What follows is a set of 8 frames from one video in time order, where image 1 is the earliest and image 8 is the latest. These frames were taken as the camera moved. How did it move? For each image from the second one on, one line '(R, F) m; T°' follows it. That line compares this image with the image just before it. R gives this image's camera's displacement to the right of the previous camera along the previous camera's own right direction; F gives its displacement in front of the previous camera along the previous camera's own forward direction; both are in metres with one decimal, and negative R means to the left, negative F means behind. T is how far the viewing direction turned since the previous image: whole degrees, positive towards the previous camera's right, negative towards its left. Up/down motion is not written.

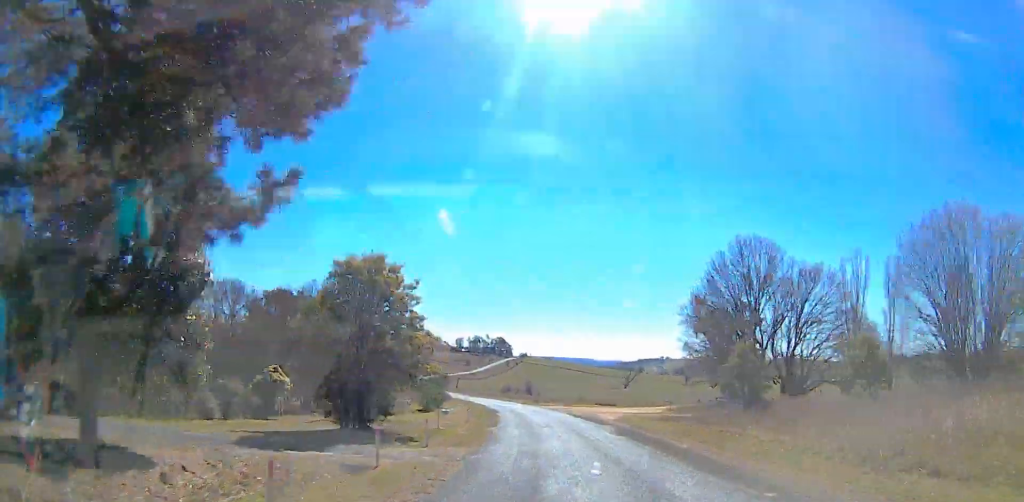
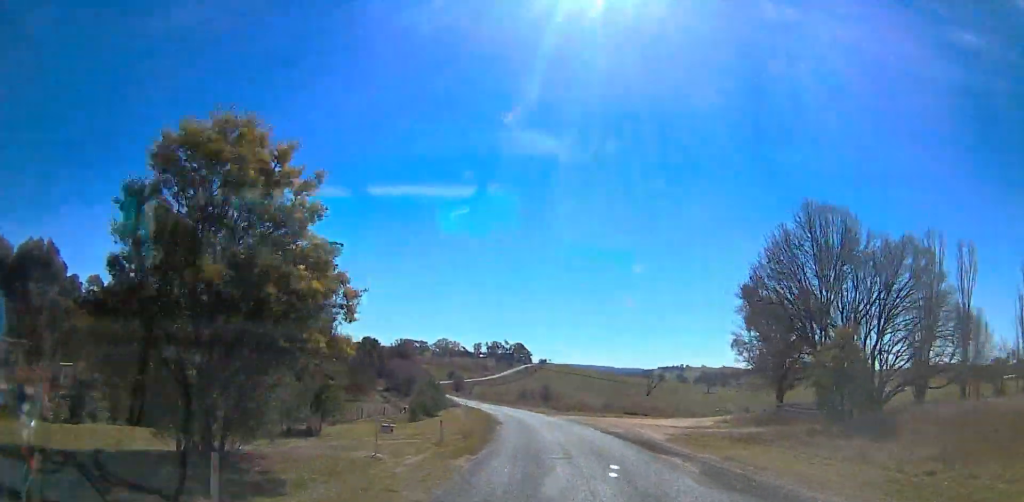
(0.0, +17.5) m; 0°
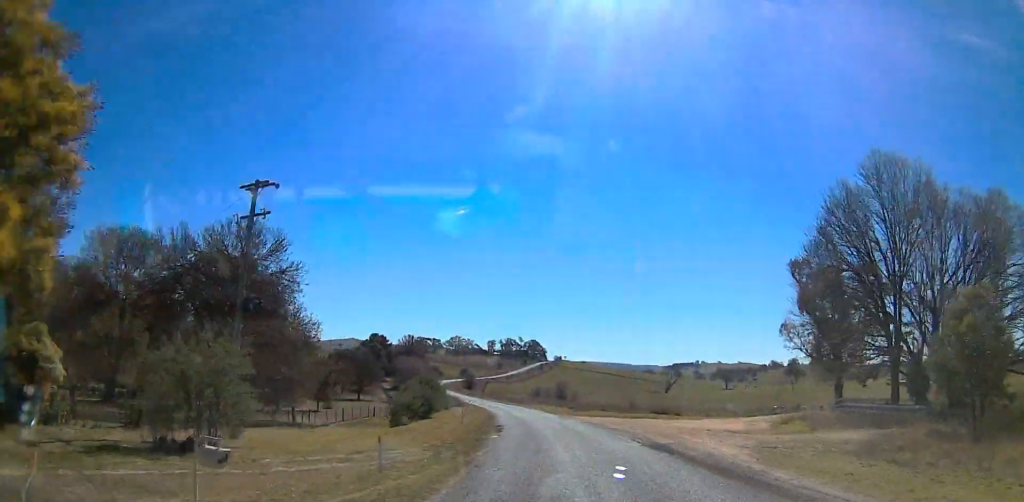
(0.0, +12.4) m; -1°
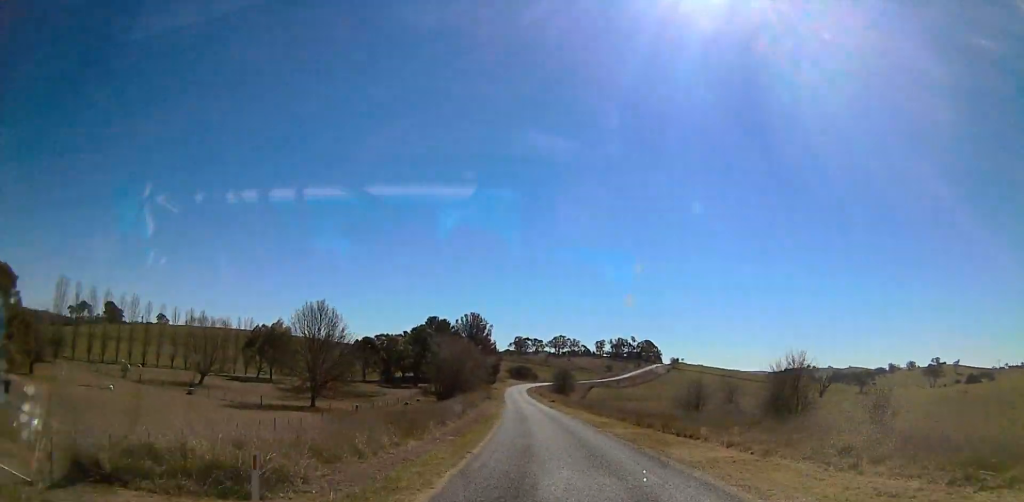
(-8.6, +81.2) m; -10°
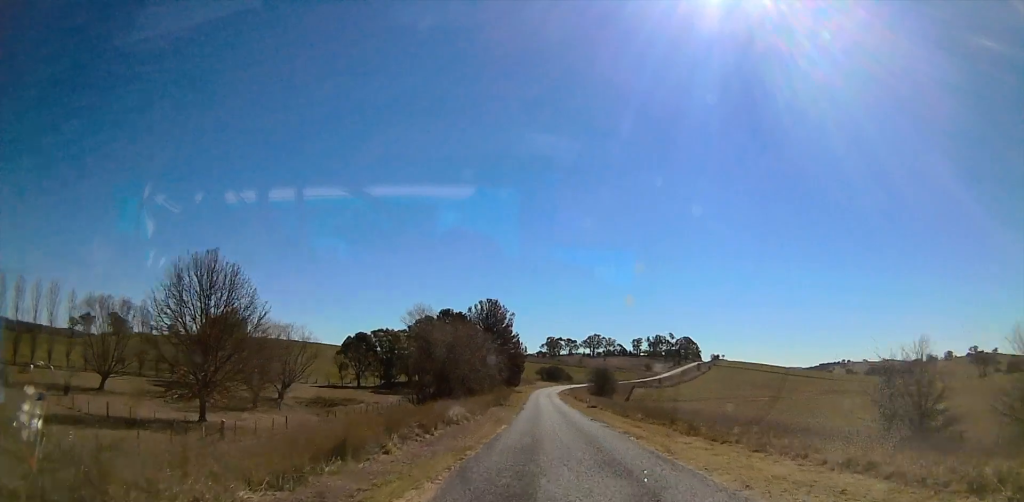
(0.0, +29.3) m; -1°
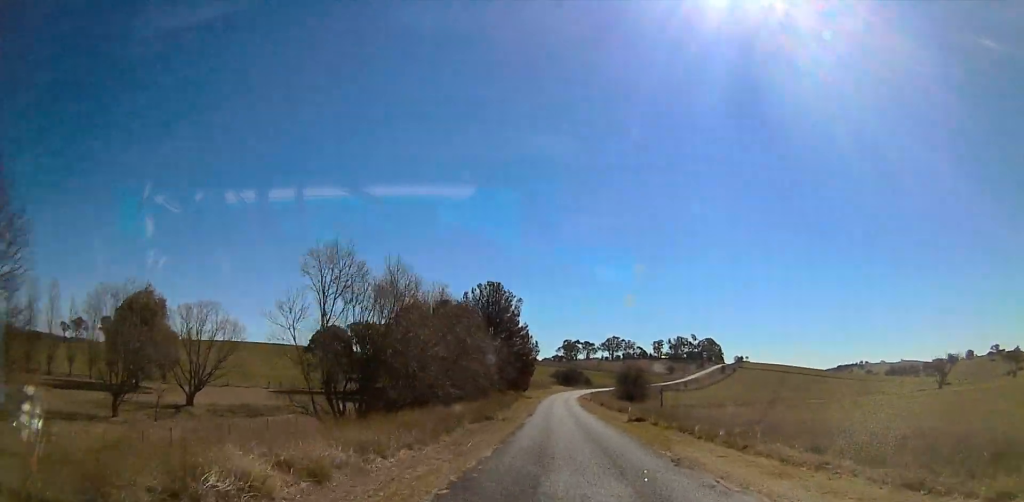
(-0.2, +22.8) m; -1°
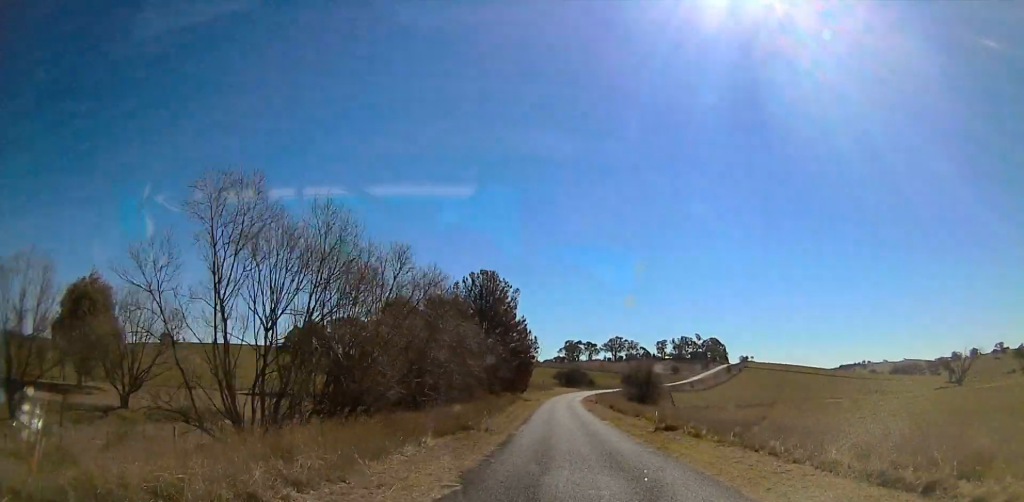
(-0.2, +7.9) m; -1°
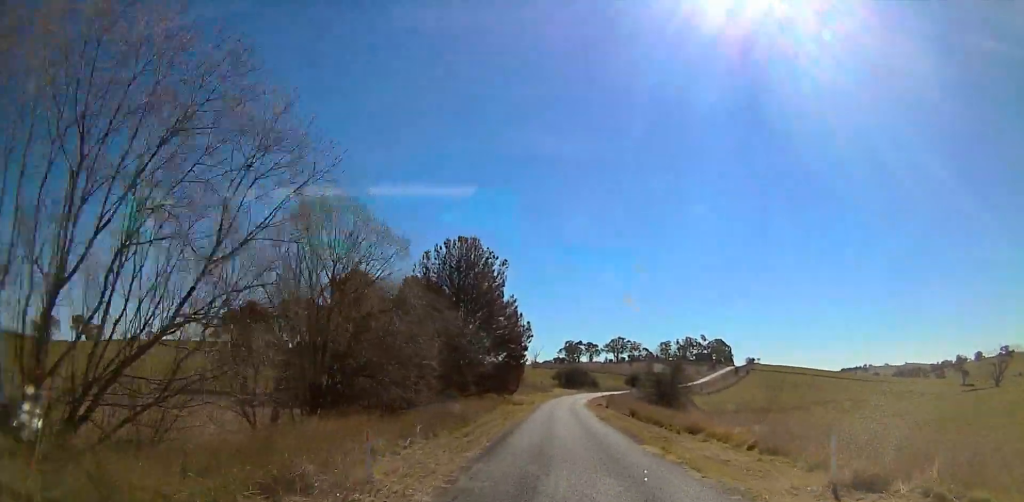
(-0.1, +20.4) m; 0°
